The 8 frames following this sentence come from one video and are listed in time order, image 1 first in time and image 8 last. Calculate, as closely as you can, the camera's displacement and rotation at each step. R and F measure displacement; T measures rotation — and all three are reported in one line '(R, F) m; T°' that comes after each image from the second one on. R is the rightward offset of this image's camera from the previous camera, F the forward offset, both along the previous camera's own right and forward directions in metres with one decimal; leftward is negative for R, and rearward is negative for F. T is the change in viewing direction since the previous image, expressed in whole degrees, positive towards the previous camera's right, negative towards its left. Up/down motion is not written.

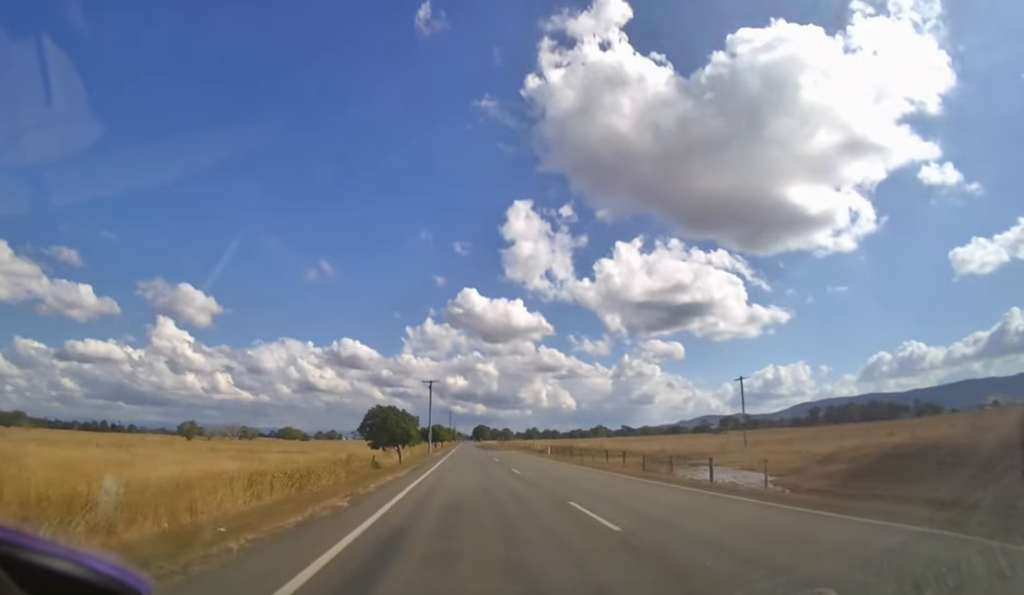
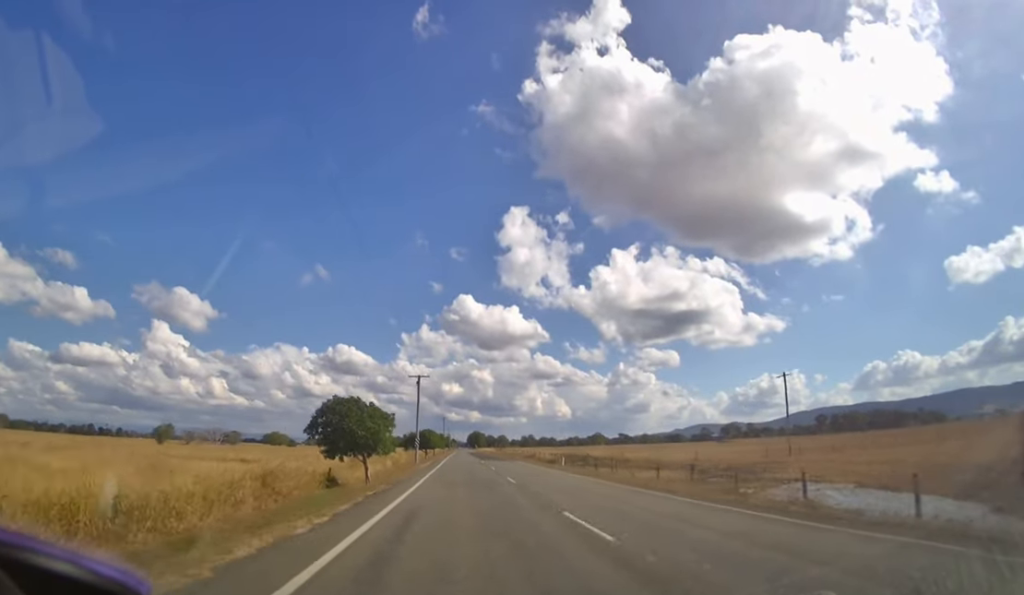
(0.0, +12.5) m; 0°
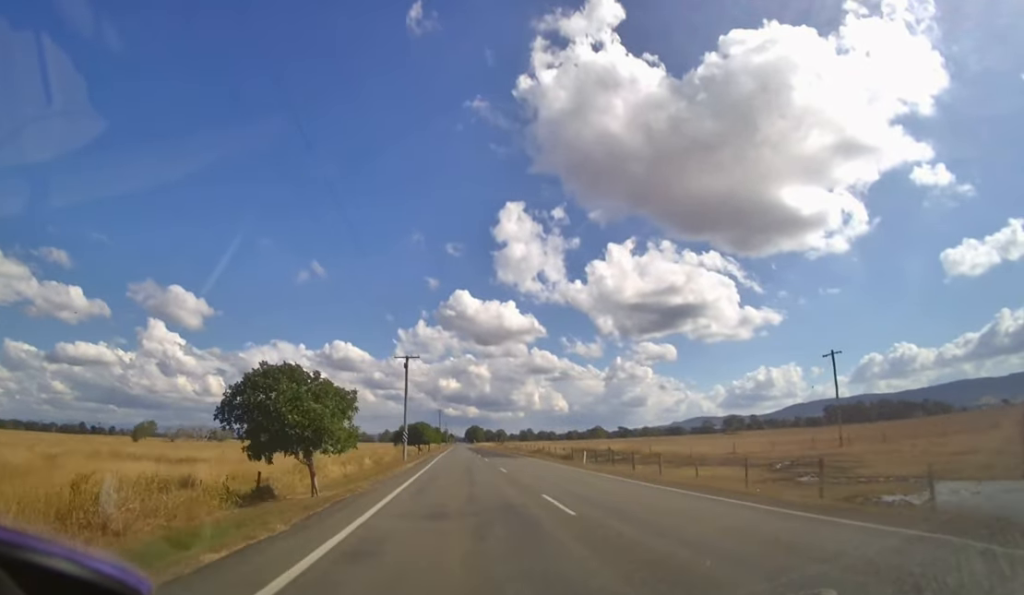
(0.0, +9.1) m; 0°
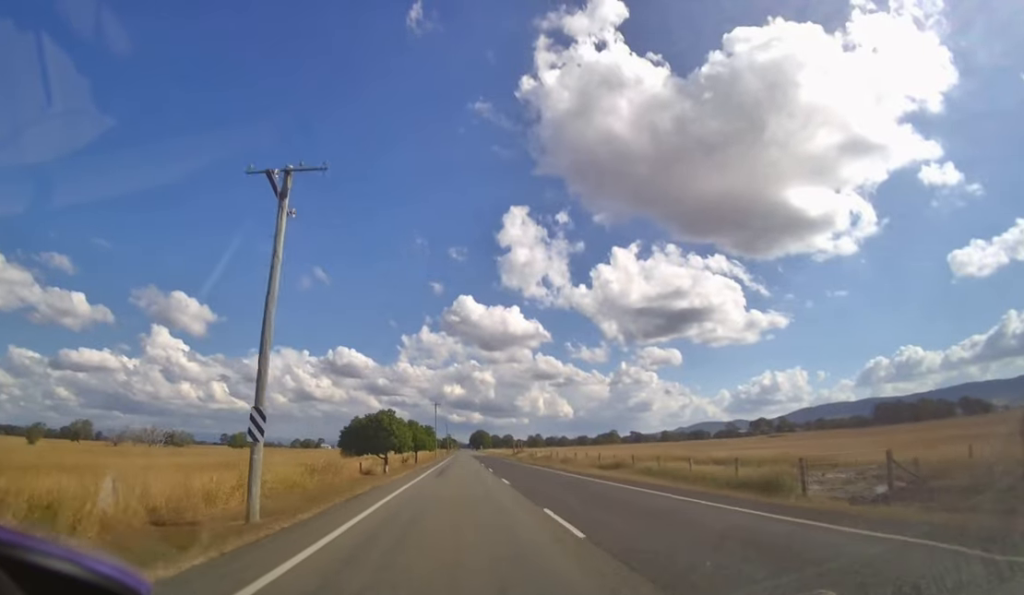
(+0.1, +30.5) m; 0°
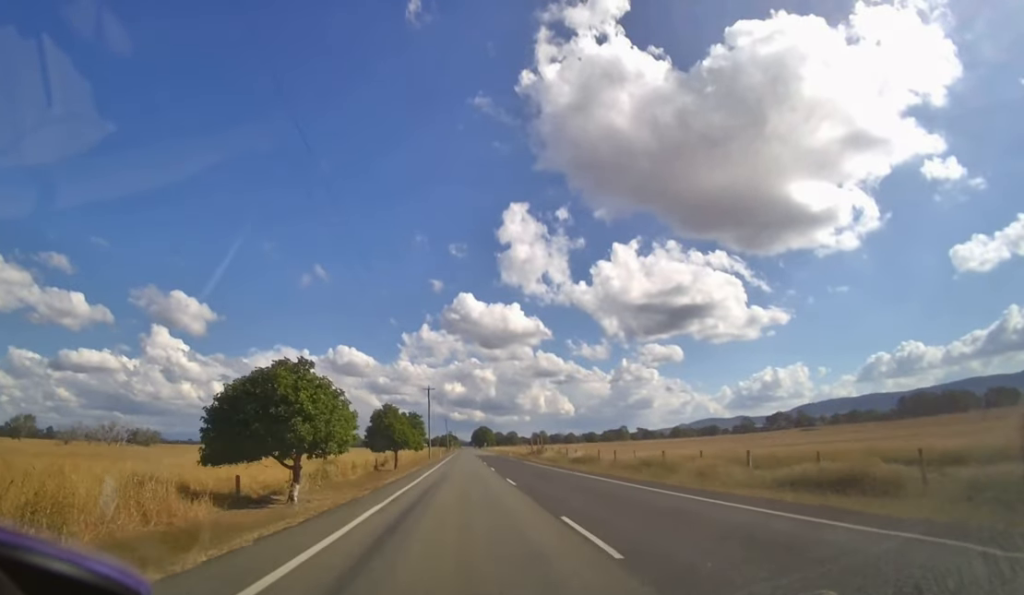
(0.0, +20.1) m; 0°
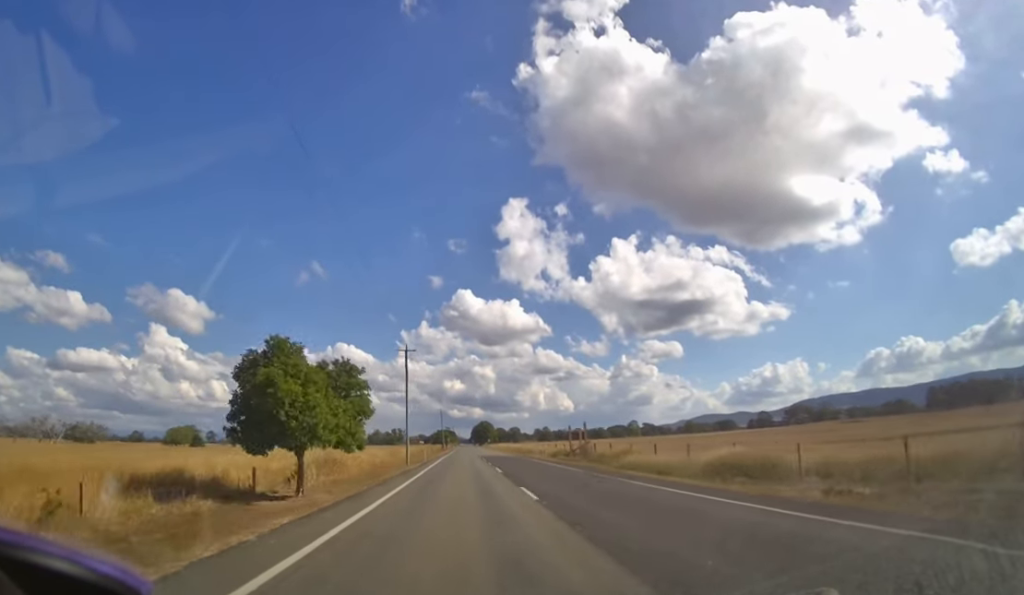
(-0.1, +26.5) m; 0°
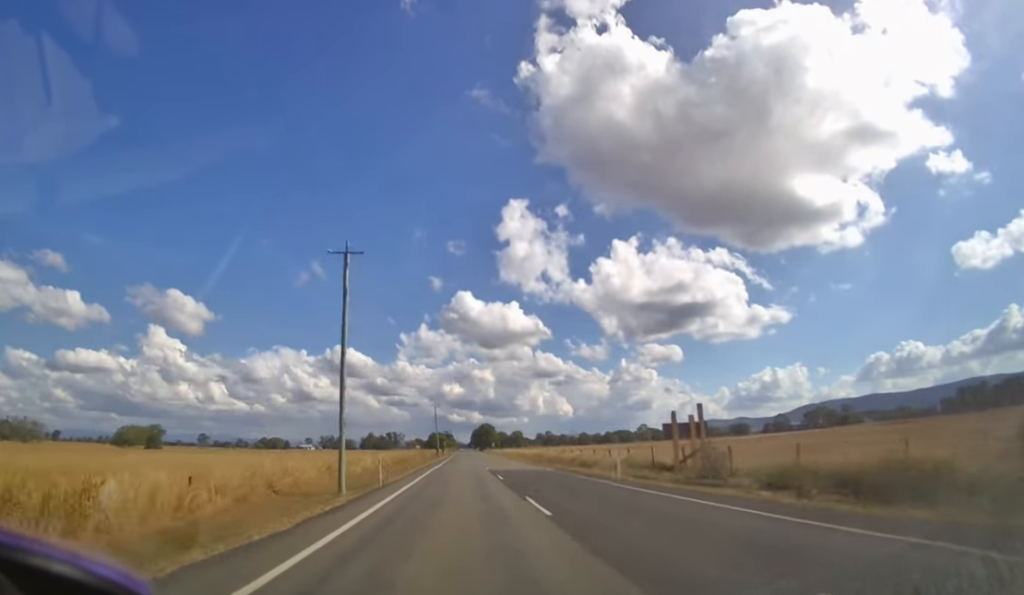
(0.0, +23.9) m; 0°
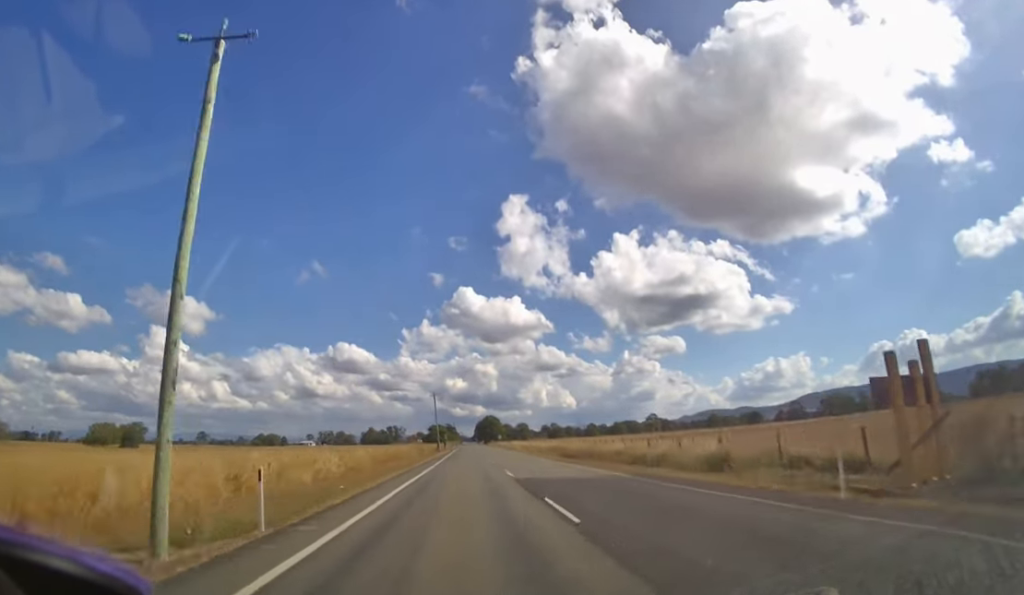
(0.0, +14.1) m; 0°
